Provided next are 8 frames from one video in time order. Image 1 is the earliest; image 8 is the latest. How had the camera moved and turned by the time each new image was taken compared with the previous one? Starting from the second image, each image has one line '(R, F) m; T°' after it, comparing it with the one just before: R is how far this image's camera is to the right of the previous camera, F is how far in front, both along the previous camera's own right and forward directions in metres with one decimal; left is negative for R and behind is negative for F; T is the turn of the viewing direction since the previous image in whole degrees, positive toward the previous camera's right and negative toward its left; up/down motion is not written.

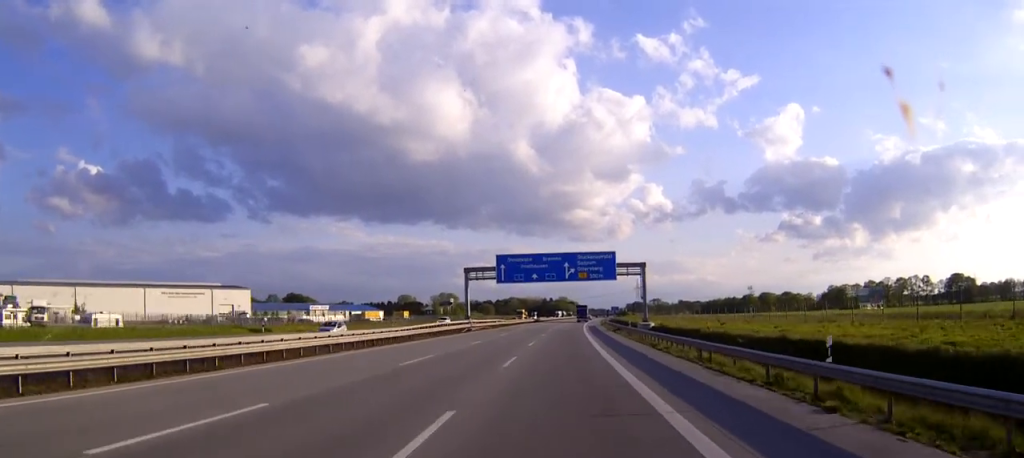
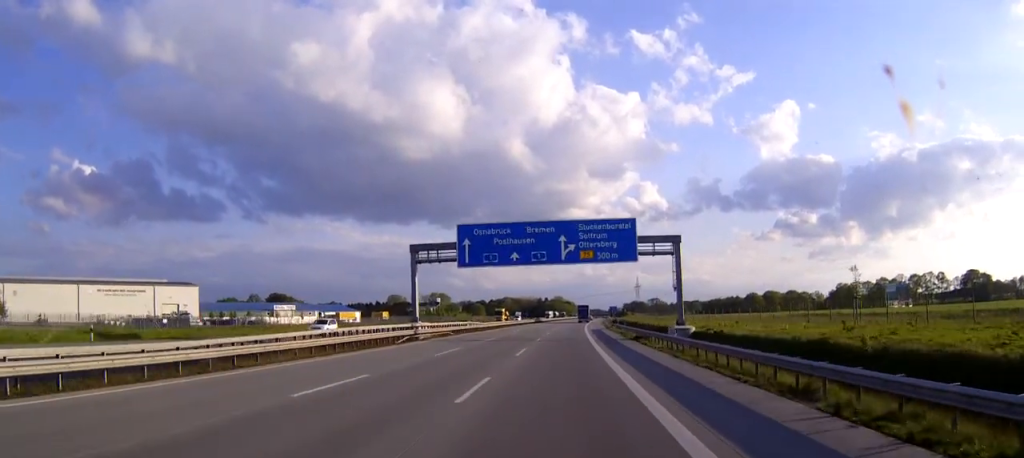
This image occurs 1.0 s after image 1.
(+0.2, +28.2) m; +1°
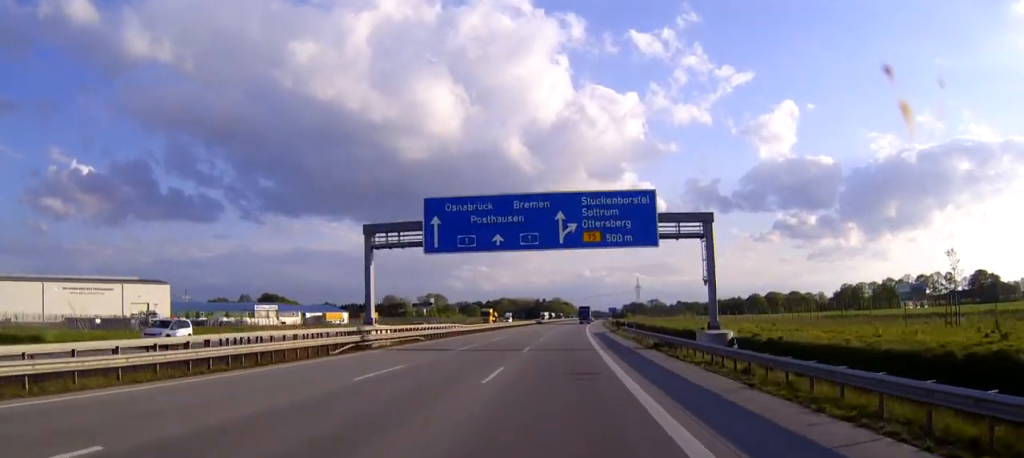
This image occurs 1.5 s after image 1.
(0.0, +13.2) m; 0°
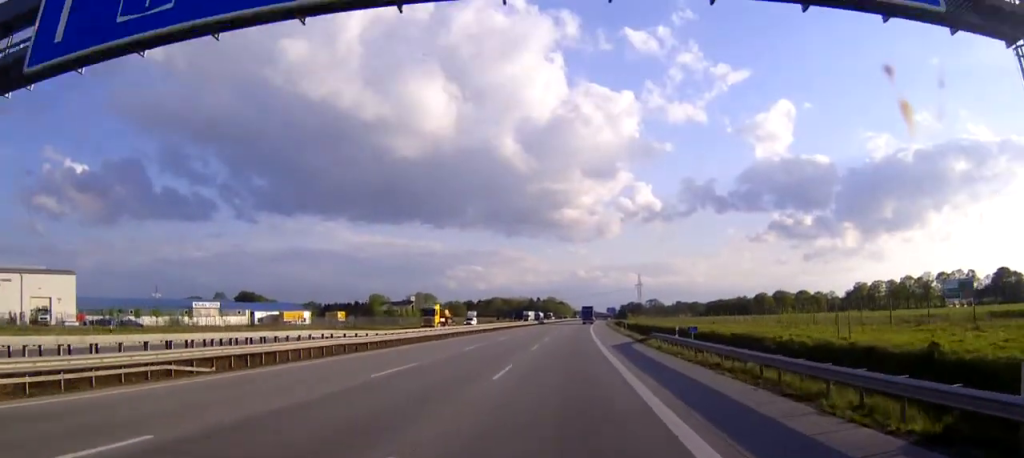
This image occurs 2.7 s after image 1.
(+0.2, +34.8) m; +1°
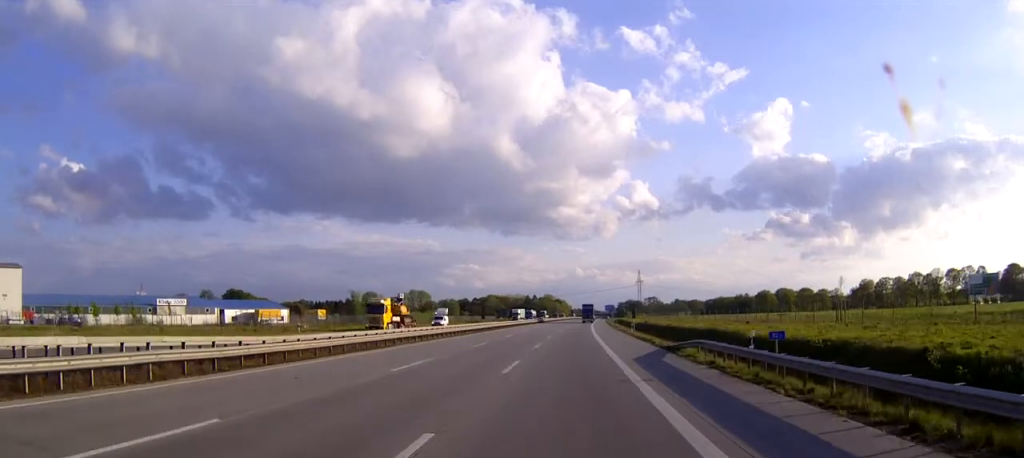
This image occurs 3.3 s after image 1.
(+0.1, +16.0) m; 0°
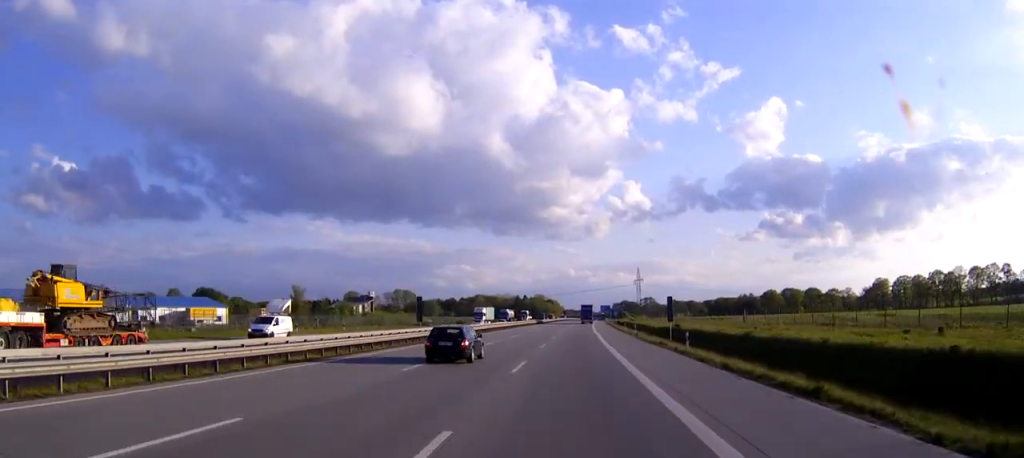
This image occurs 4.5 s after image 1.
(+0.1, +35.7) m; 0°
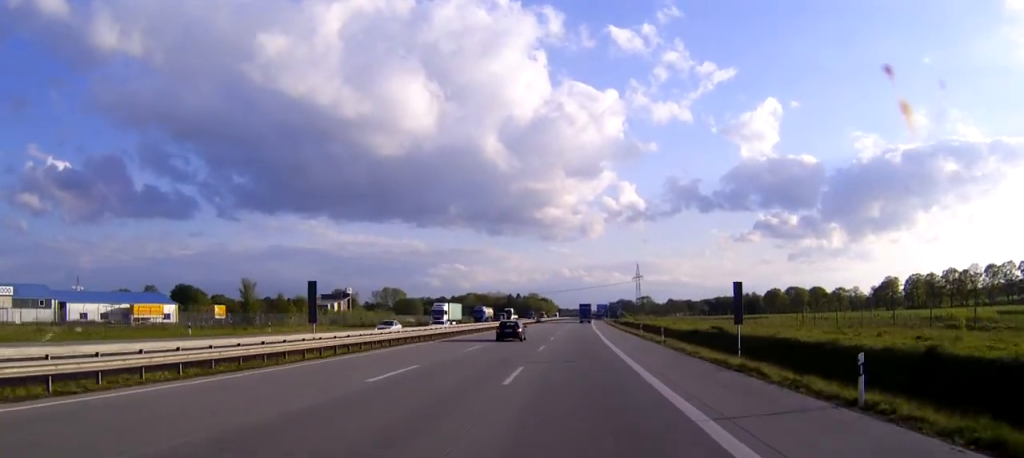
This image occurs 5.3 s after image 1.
(+0.1, +22.5) m; 0°
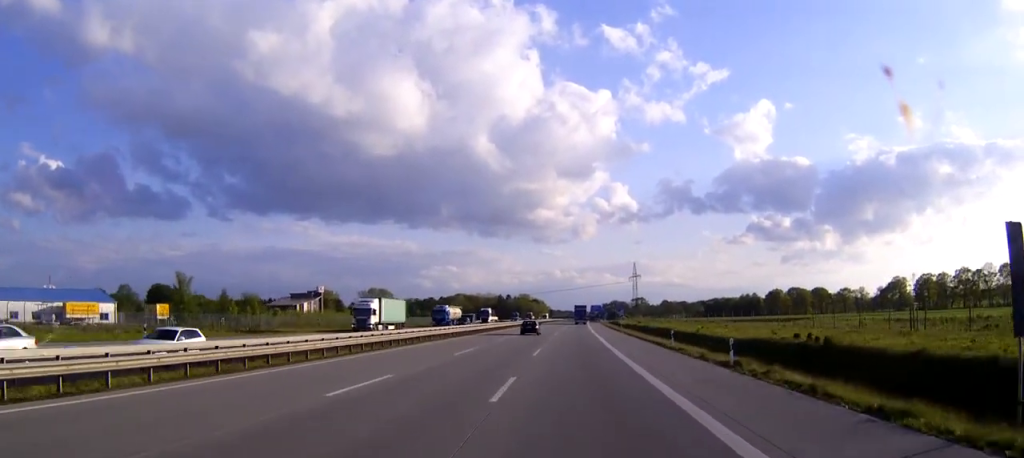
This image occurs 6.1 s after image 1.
(+0.1, +21.6) m; +1°
